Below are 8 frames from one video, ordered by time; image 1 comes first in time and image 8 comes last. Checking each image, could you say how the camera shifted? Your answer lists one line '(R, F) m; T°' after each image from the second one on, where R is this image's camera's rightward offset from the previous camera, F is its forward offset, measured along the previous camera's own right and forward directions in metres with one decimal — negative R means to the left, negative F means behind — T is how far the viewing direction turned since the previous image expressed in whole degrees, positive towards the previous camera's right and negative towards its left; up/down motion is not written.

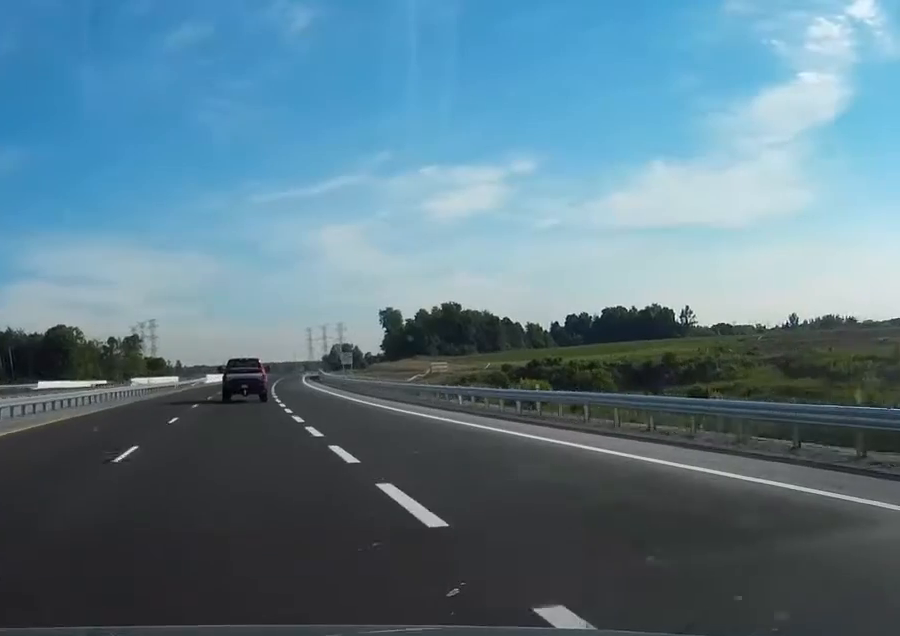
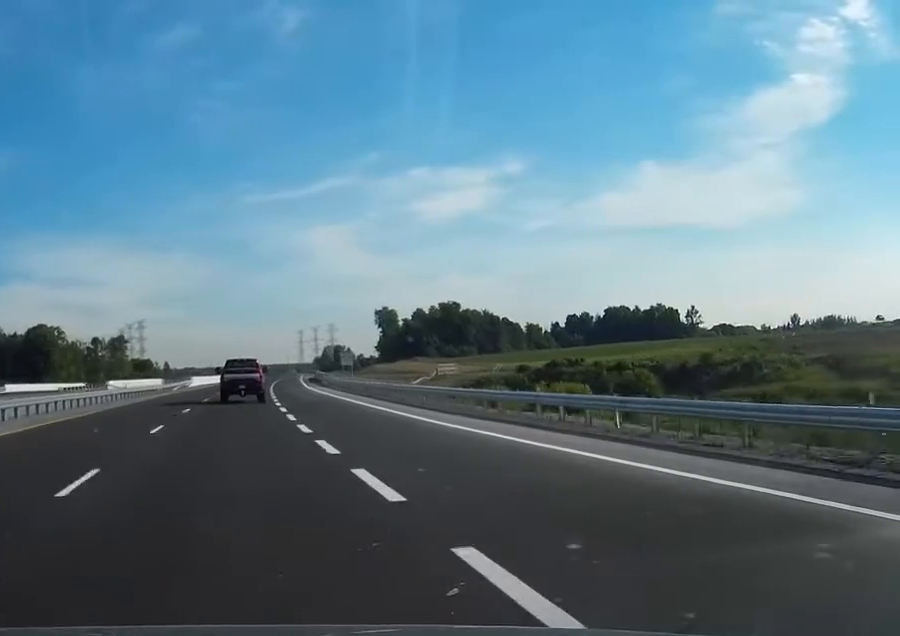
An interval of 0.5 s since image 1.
(+0.1, +16.1) m; 0°
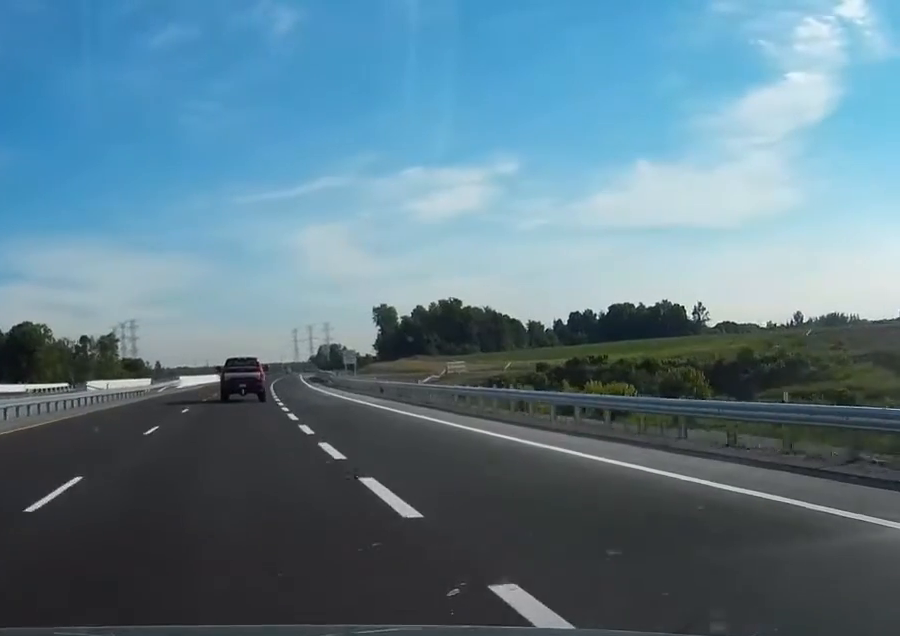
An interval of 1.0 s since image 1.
(0.0, +13.0) m; 0°
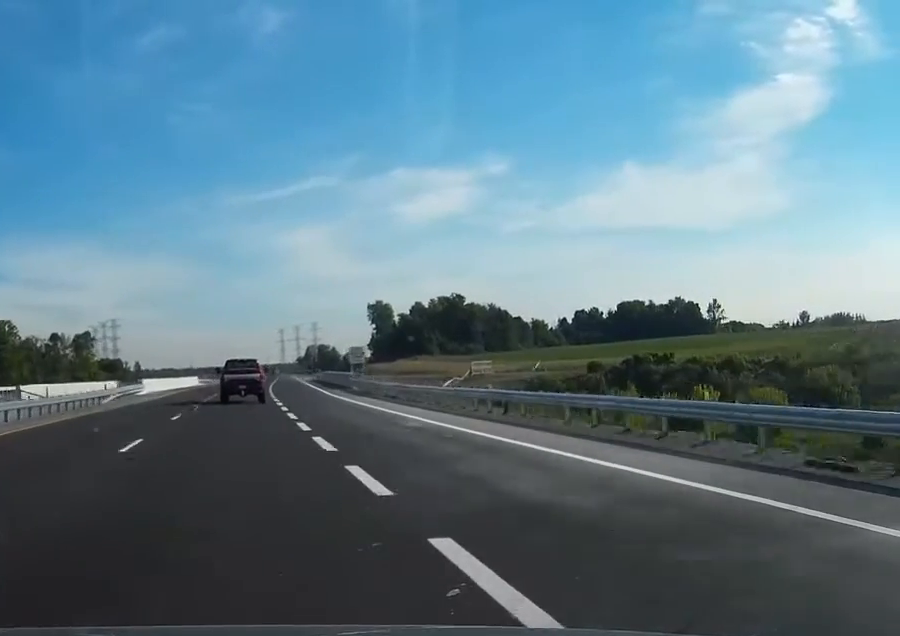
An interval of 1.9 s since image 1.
(+0.2, +28.1) m; +1°
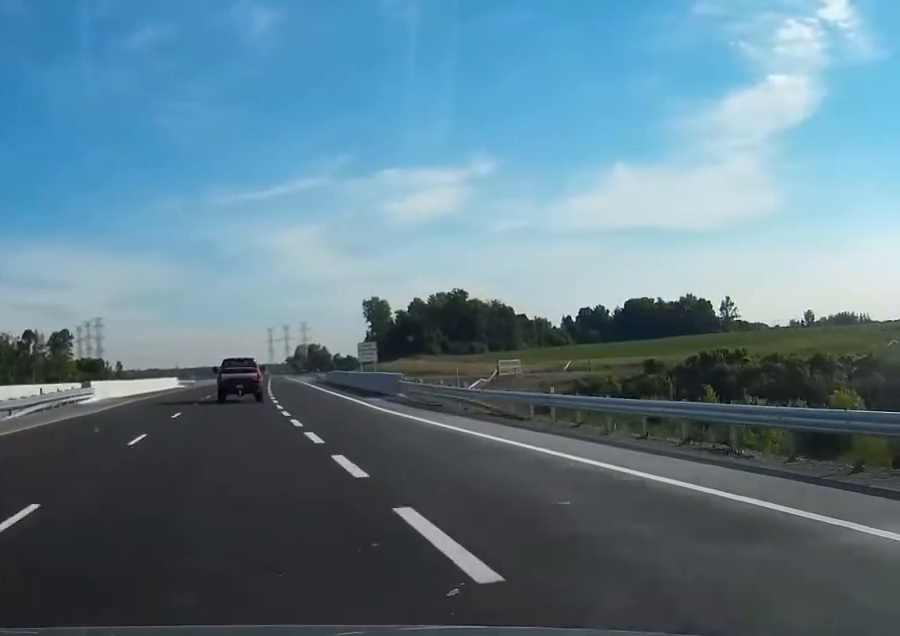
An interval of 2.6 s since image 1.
(+0.2, +21.9) m; +1°
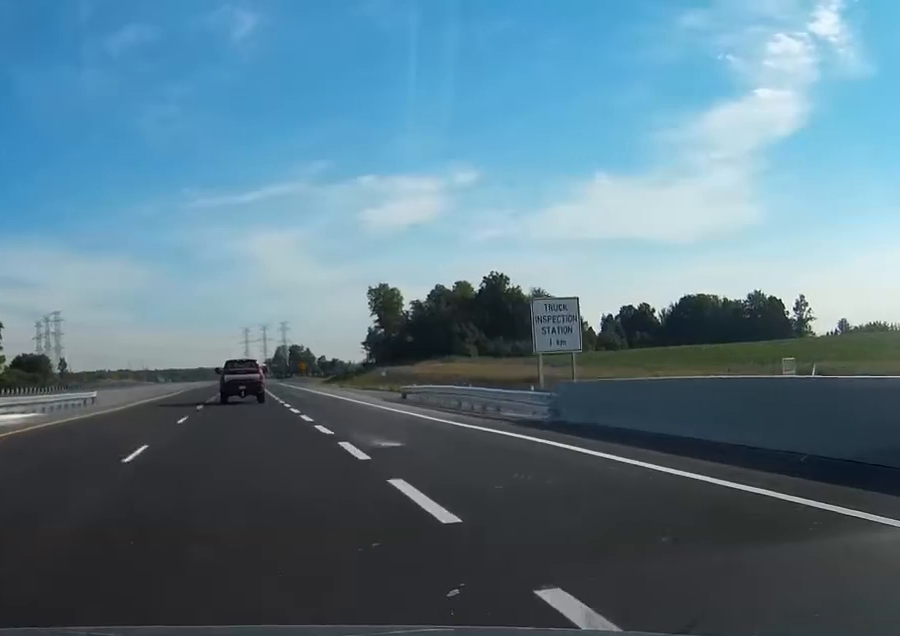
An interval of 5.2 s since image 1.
(+1.3, +74.9) m; +2°
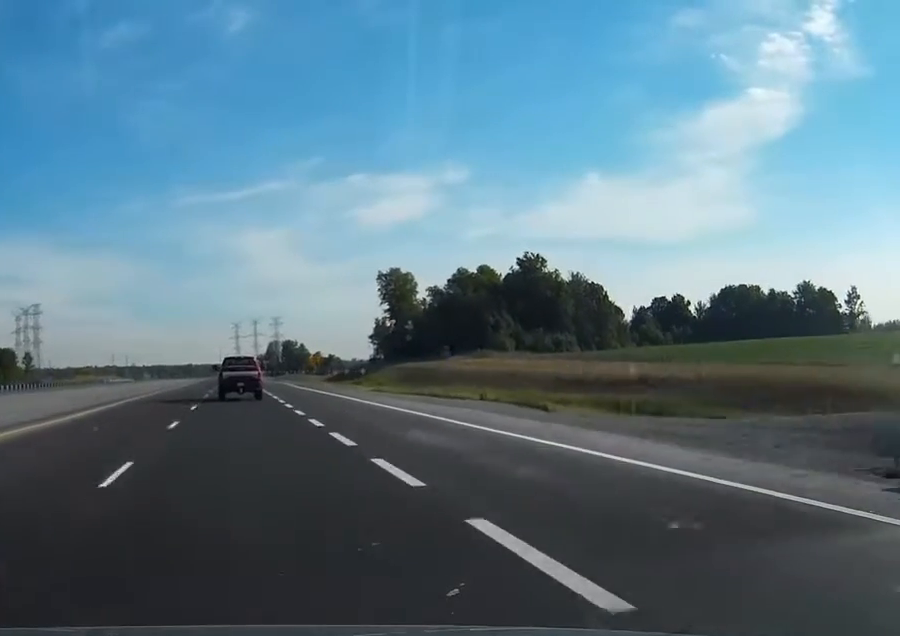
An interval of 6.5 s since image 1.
(+0.1, +39.0) m; +1°
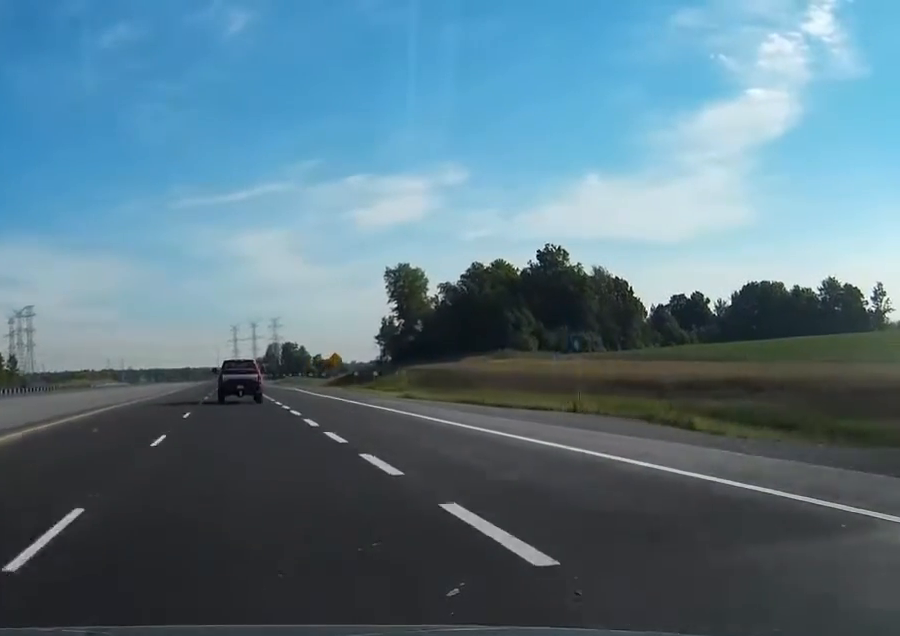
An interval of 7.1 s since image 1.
(+0.1, +16.6) m; 0°
